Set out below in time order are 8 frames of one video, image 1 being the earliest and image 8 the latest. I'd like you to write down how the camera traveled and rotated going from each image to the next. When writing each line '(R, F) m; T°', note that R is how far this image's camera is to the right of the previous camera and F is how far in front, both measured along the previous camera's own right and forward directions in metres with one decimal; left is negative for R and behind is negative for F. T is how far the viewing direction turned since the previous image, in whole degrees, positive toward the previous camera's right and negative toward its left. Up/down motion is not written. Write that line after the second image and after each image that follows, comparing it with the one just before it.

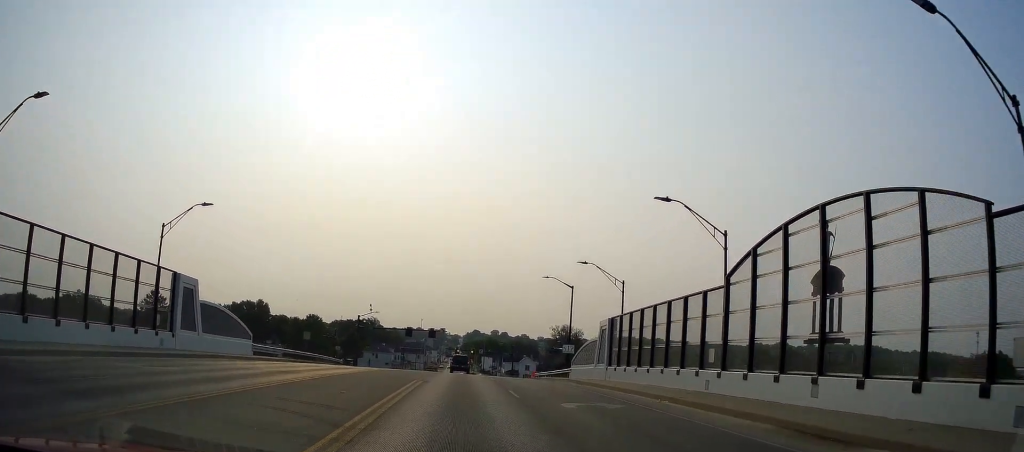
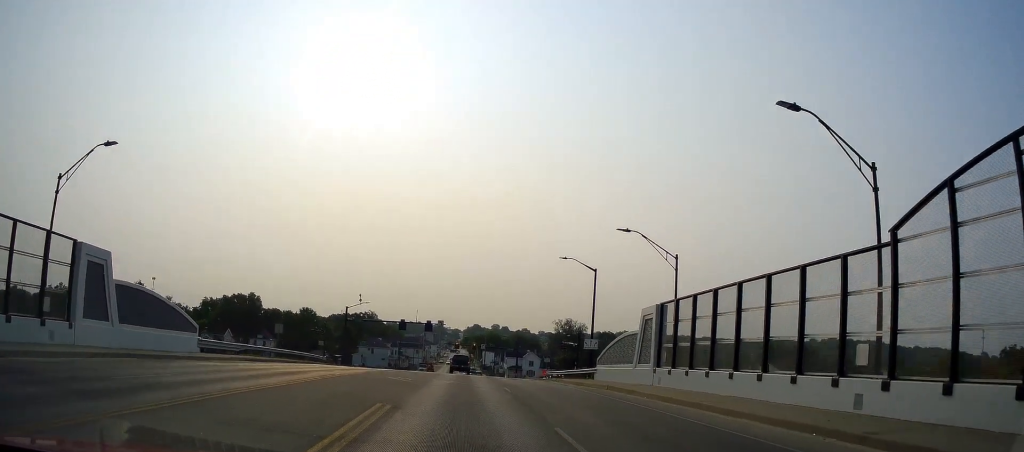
(0.0, +9.4) m; 0°
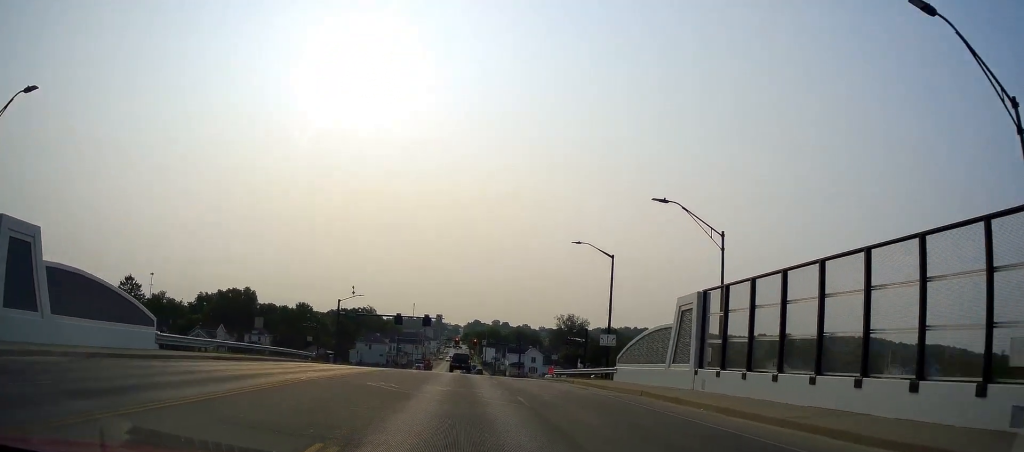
(0.0, +5.2) m; 0°
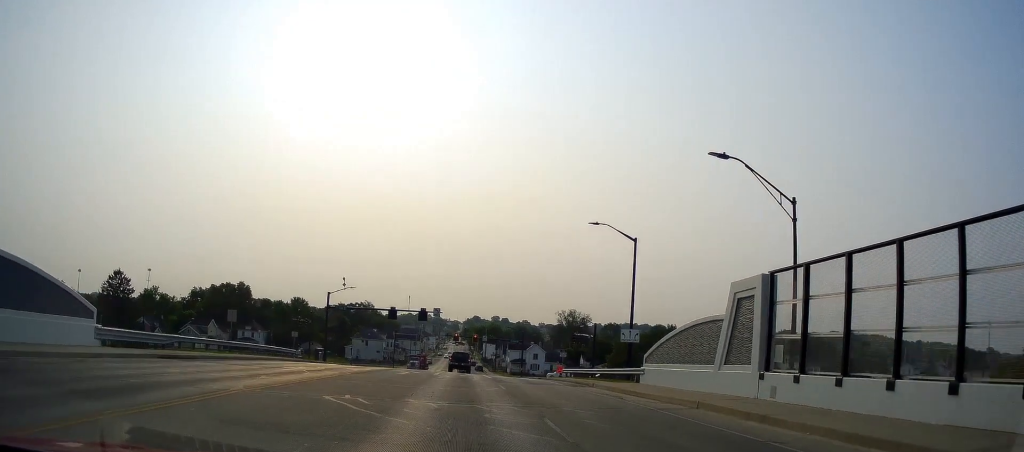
(0.0, +5.4) m; 0°
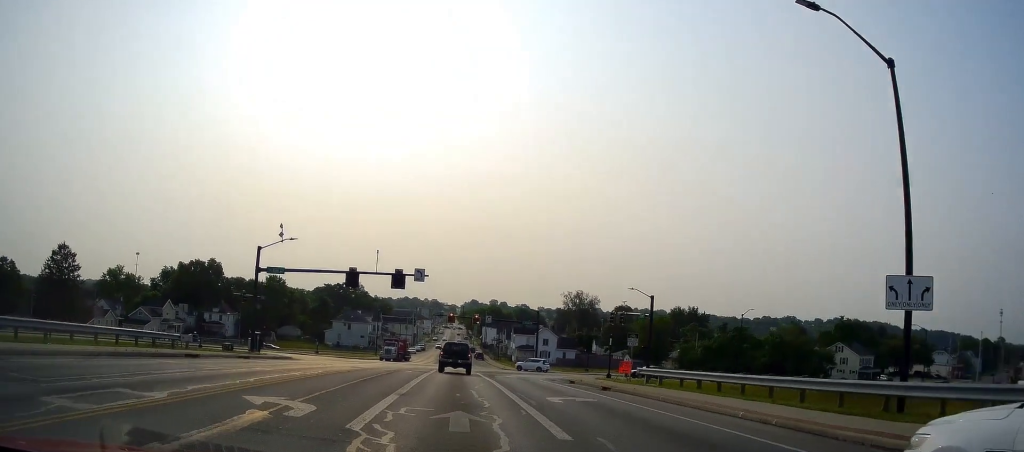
(+0.2, +23.5) m; 0°
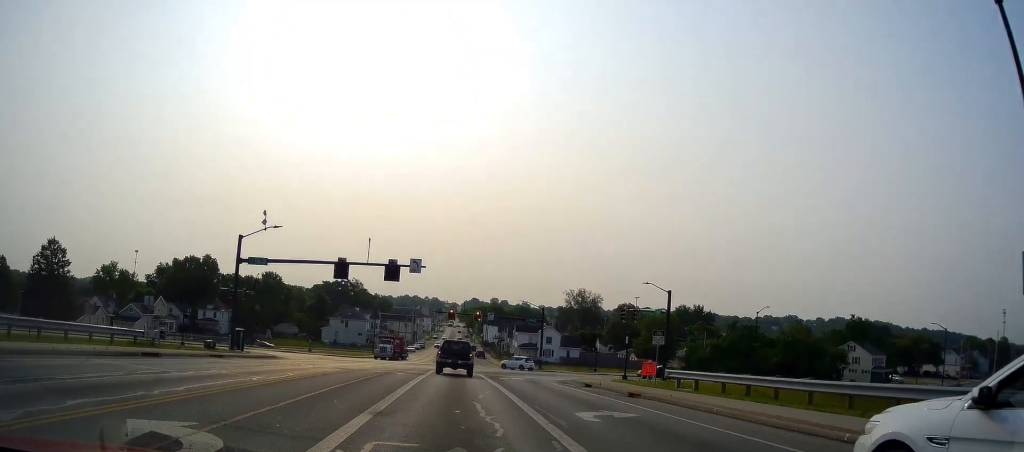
(+0.1, +4.4) m; -1°
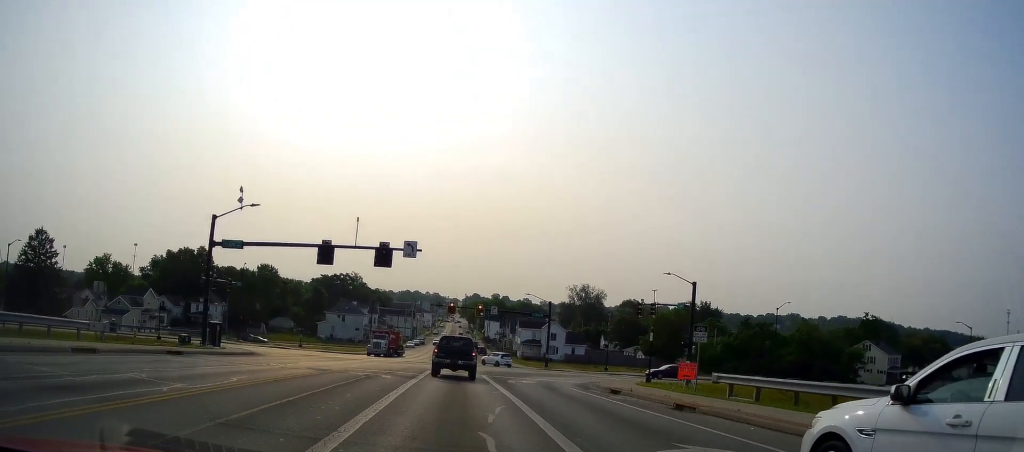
(-0.3, +5.0) m; +1°
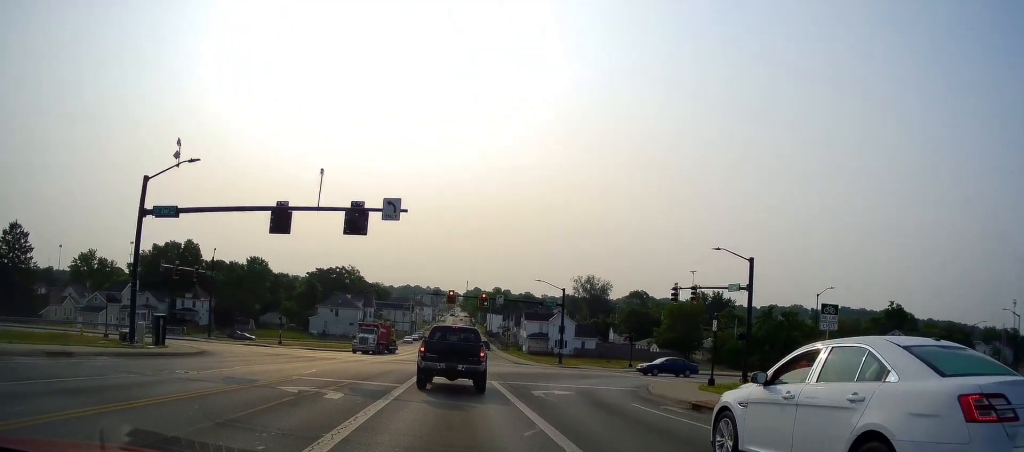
(+0.4, +9.8) m; +6°
